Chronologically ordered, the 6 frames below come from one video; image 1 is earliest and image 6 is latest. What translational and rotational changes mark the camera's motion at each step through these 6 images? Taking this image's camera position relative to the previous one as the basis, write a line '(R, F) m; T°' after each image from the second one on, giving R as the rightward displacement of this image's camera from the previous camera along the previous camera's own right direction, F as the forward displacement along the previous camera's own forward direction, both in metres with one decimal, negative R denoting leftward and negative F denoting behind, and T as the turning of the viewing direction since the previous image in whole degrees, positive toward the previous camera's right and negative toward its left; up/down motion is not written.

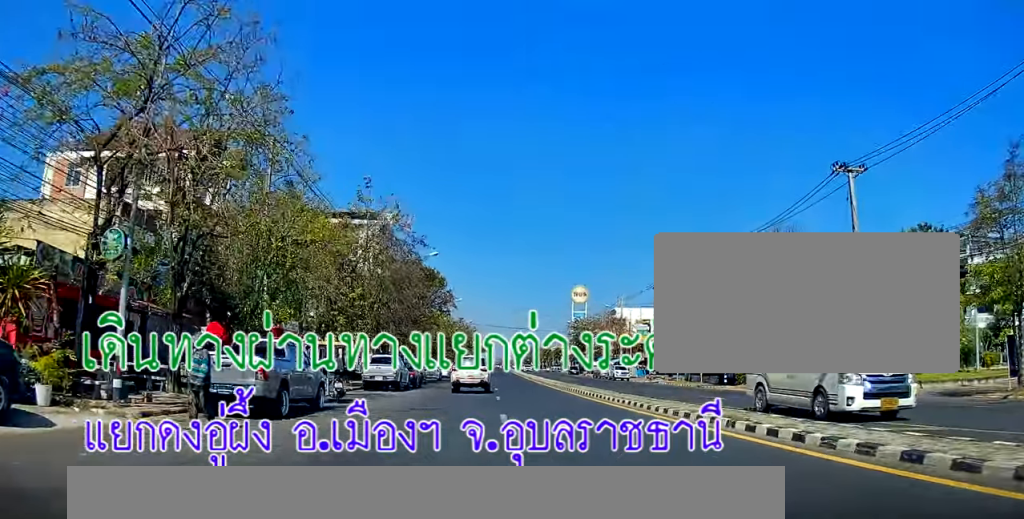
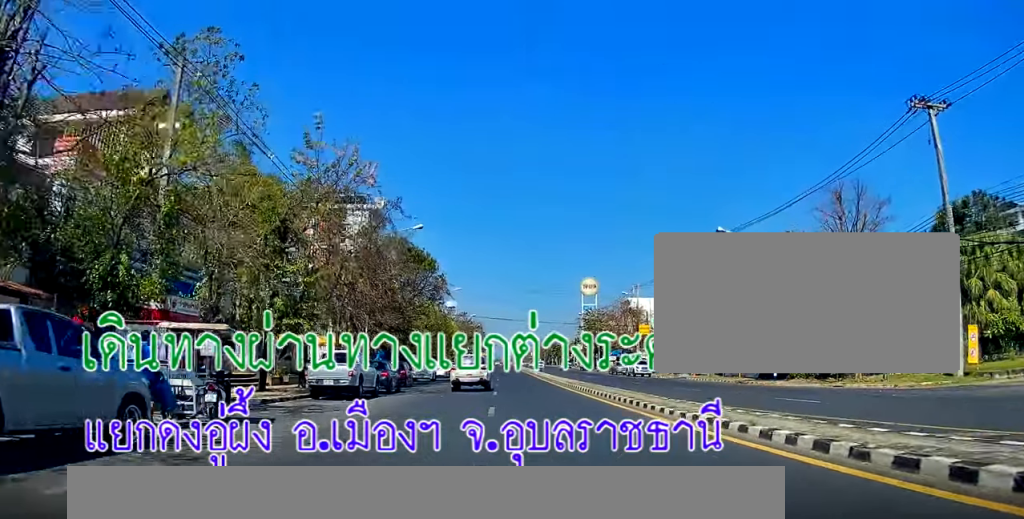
(+0.1, +8.6) m; +1°
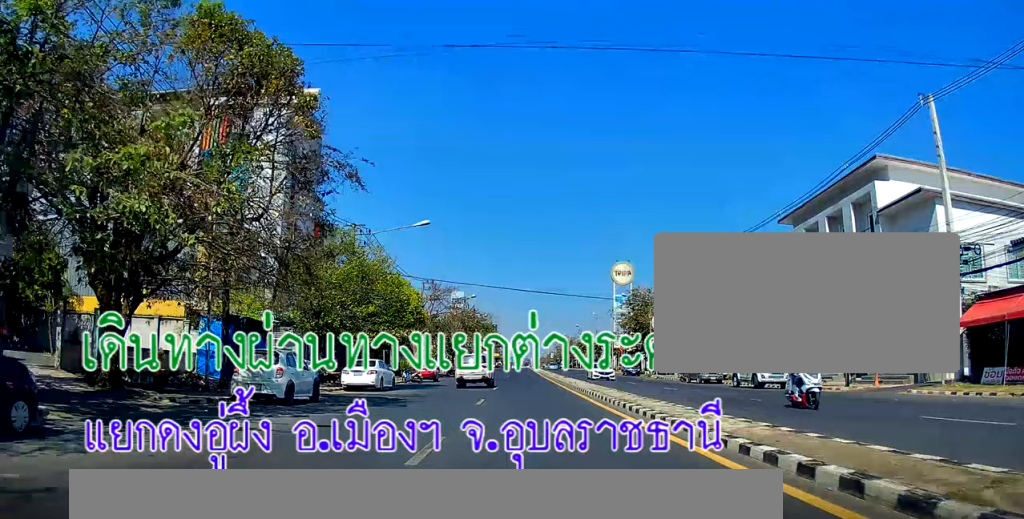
(-0.2, +33.3) m; 0°
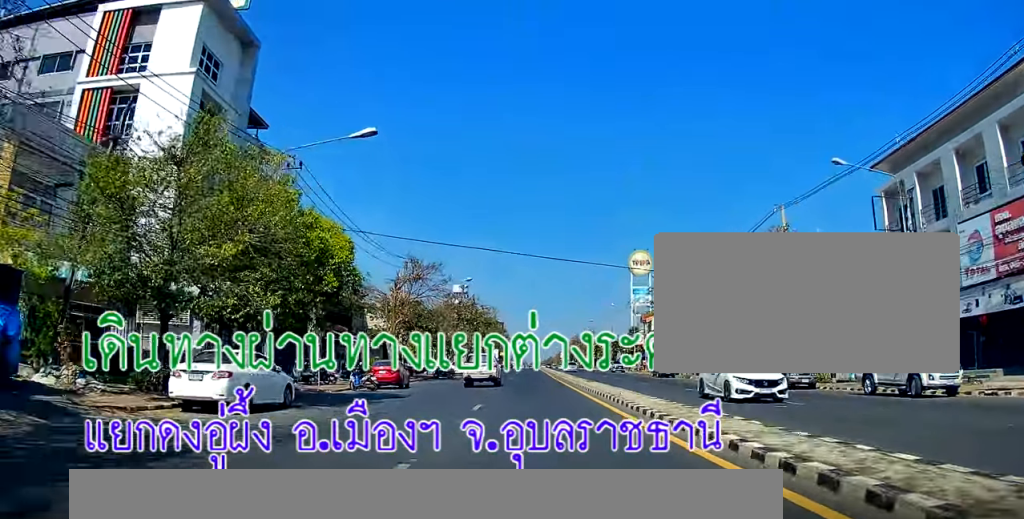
(+0.1, +15.3) m; +2°
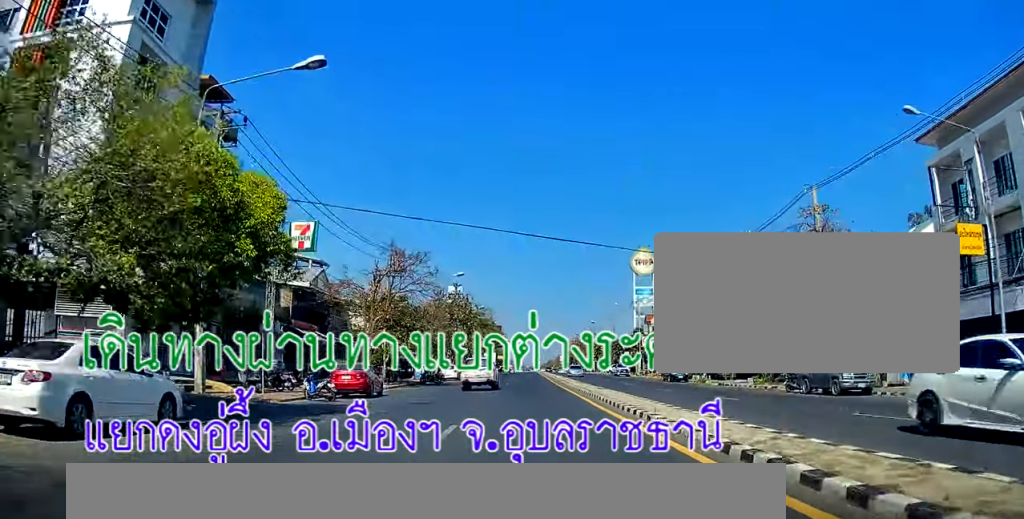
(+0.1, +5.9) m; 0°
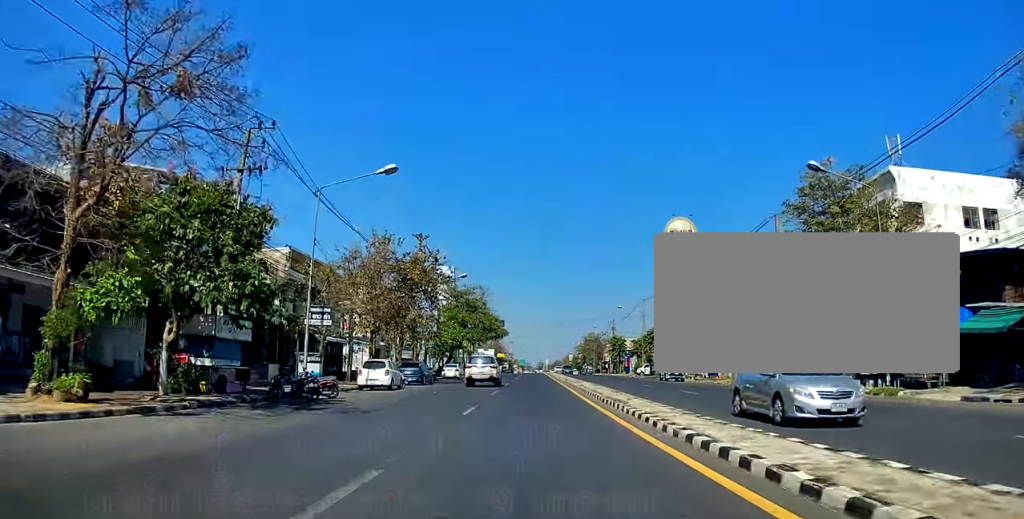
(-0.3, +30.5) m; -2°
